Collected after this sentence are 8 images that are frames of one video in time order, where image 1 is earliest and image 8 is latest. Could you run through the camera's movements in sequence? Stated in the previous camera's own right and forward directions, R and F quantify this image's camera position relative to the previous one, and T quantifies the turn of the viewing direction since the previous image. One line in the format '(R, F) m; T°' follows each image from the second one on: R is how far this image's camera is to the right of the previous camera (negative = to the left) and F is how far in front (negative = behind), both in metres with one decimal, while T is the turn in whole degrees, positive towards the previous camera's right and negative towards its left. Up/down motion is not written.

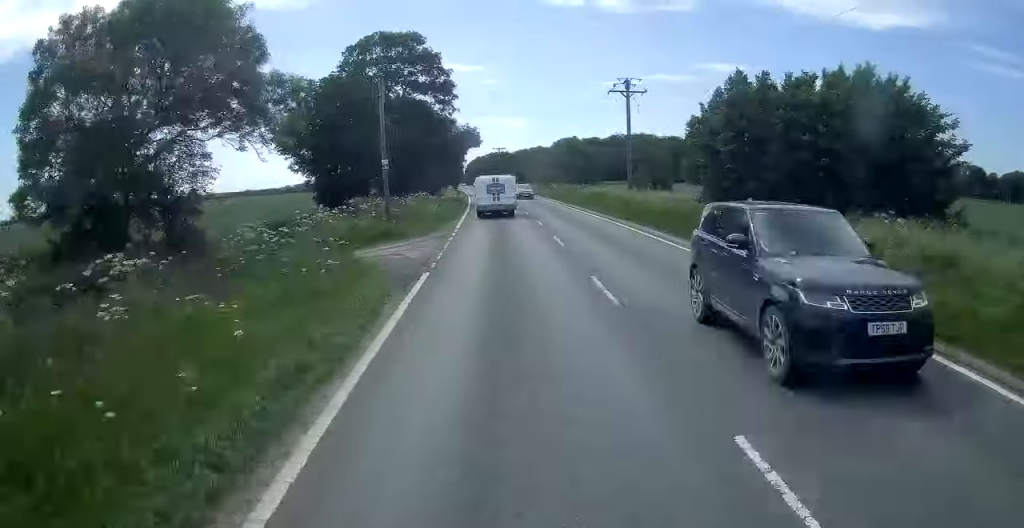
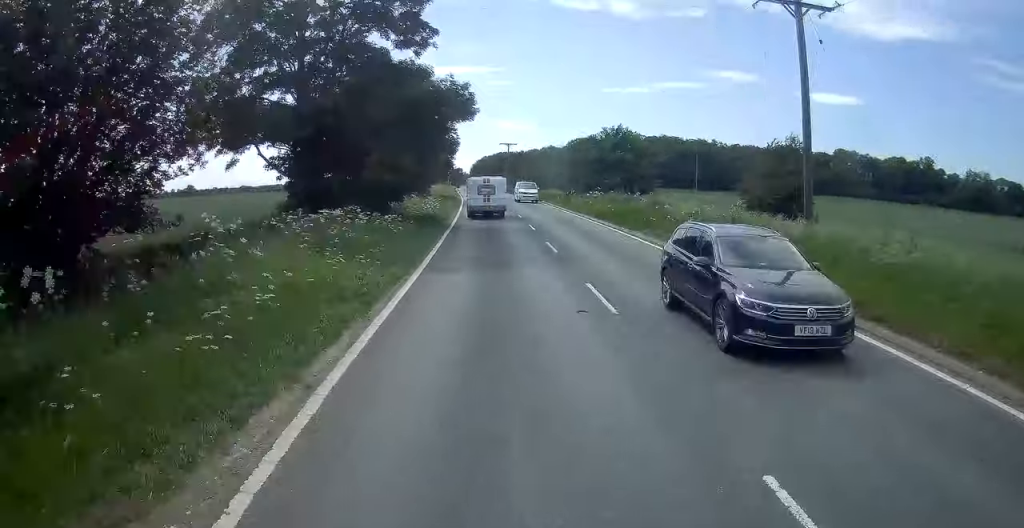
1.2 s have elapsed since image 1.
(+0.8, +27.6) m; -2°
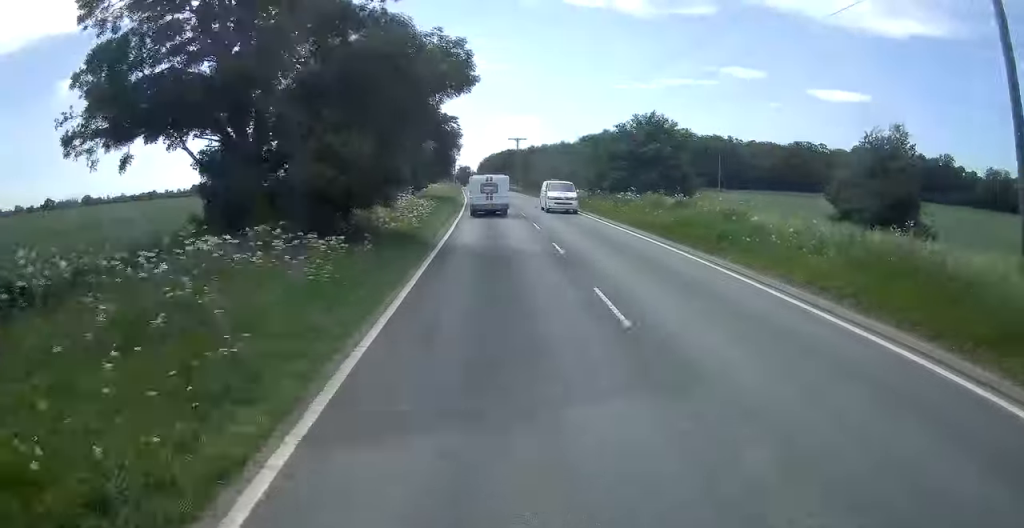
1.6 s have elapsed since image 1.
(-0.8, +9.9) m; -1°
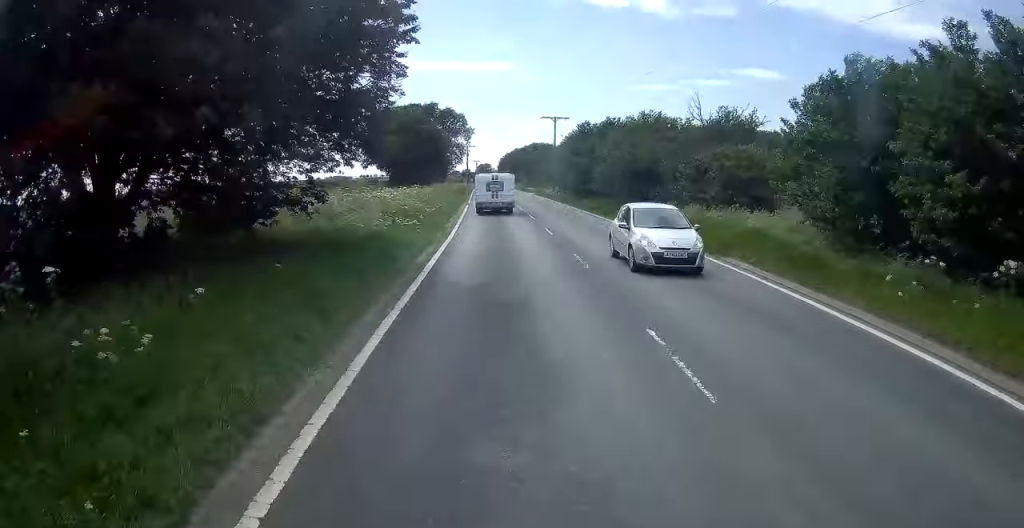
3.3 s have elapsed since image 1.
(-0.3, +38.8) m; +1°
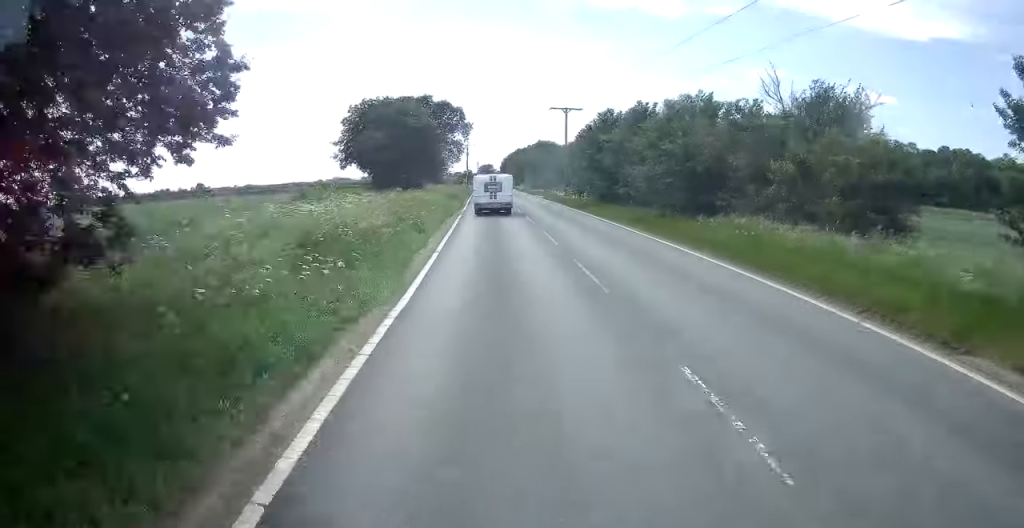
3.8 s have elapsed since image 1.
(+0.1, +10.6) m; -1°
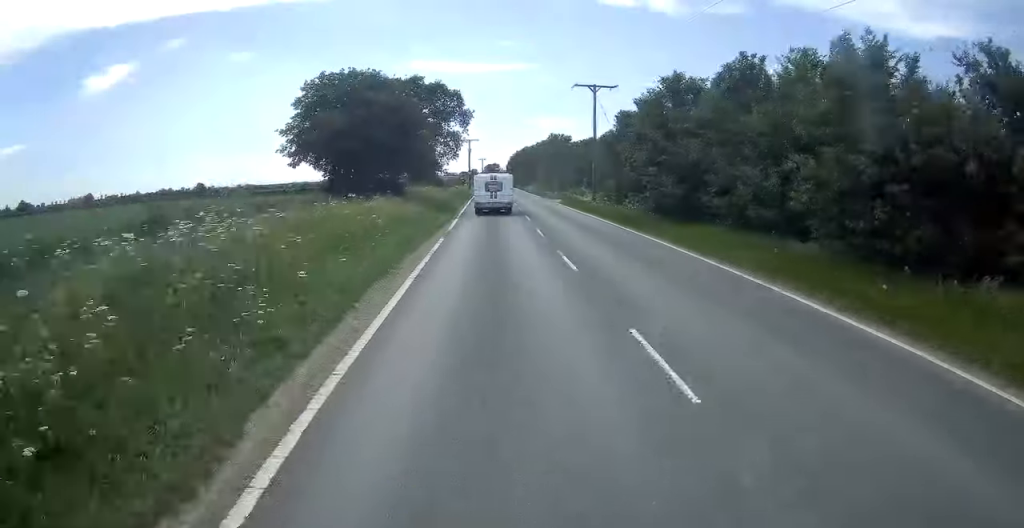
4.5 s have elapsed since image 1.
(-0.2, +15.9) m; -2°
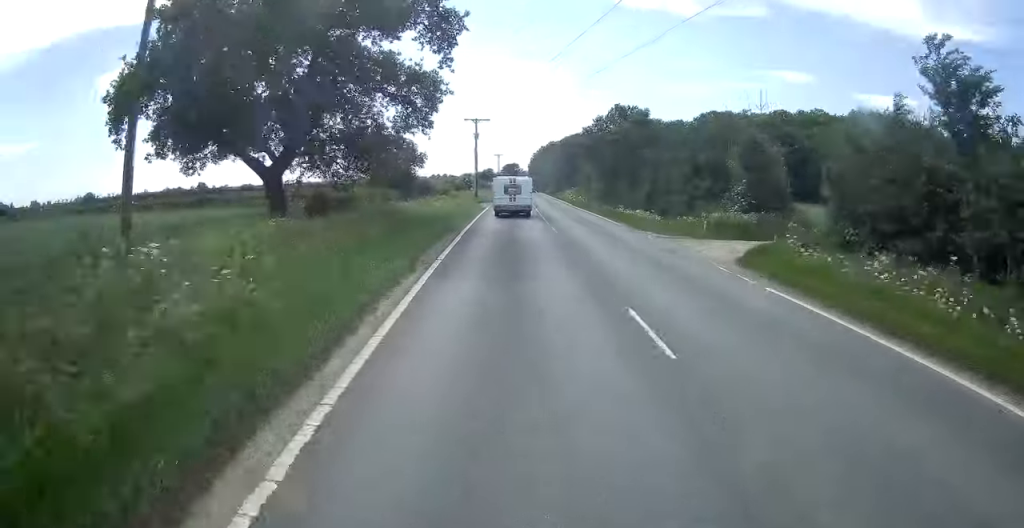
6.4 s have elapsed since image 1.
(-1.2, +42.4) m; -2°
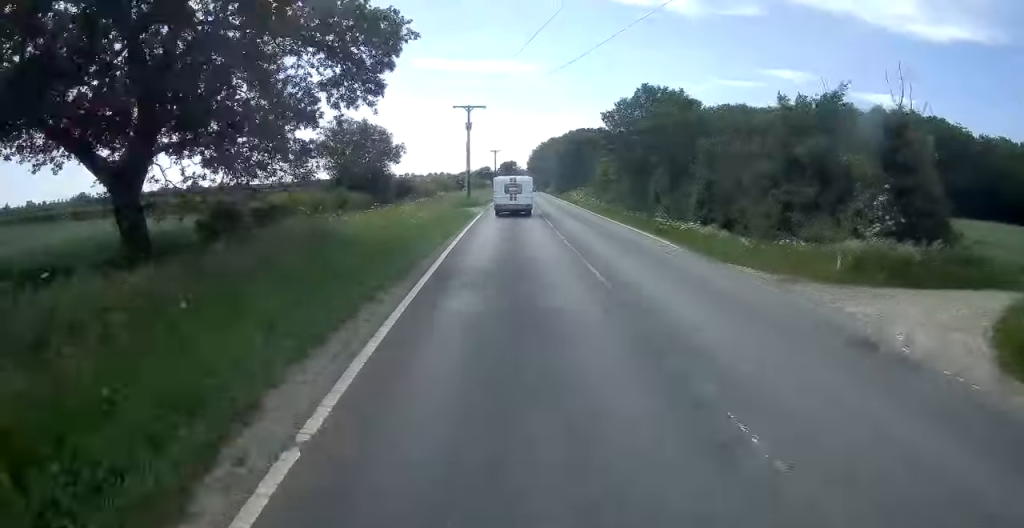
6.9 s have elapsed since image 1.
(0.0, +12.2) m; 0°
